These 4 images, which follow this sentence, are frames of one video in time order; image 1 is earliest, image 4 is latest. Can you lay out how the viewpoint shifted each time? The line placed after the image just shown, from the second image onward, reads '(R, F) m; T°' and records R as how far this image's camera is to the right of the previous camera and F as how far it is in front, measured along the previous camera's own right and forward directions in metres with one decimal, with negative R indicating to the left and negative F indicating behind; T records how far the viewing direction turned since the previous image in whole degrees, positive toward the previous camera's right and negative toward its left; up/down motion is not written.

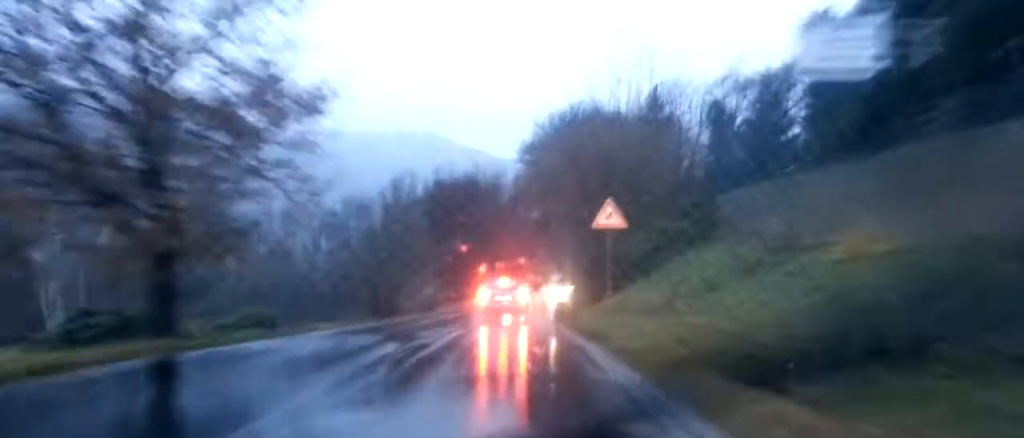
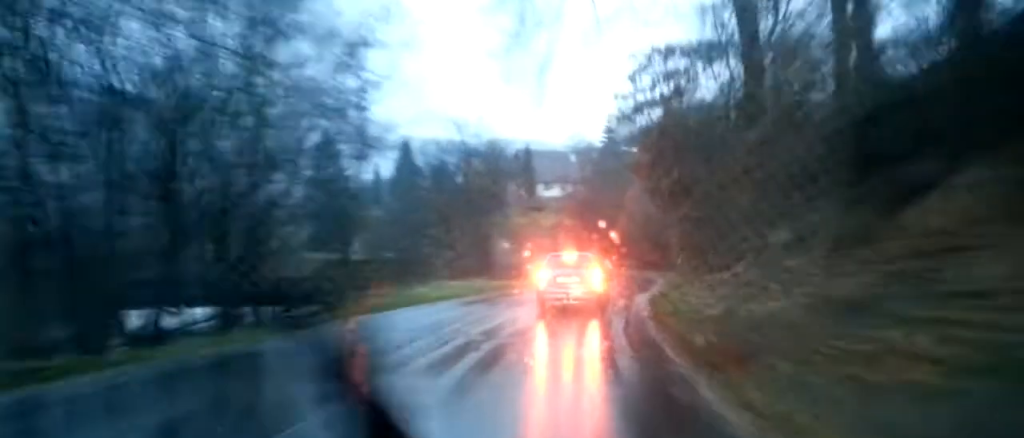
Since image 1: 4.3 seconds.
(+2.0, +57.1) m; +6°
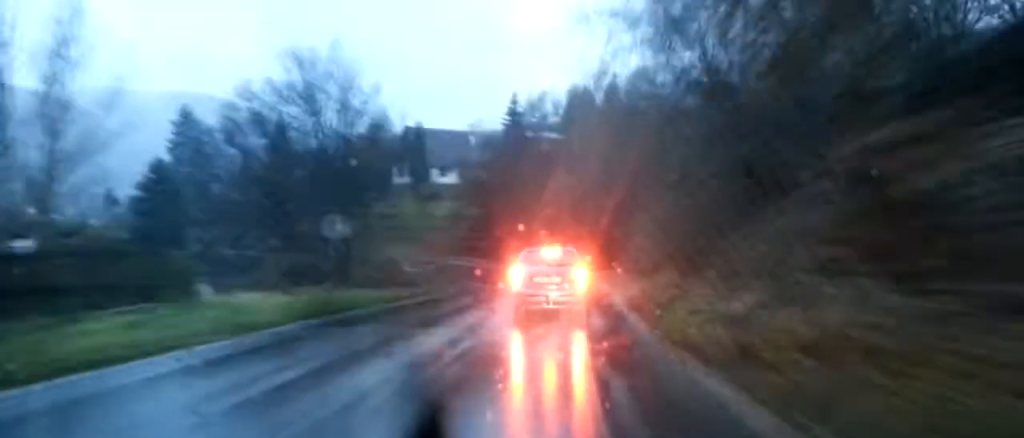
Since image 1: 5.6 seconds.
(+1.5, +17.8) m; +7°
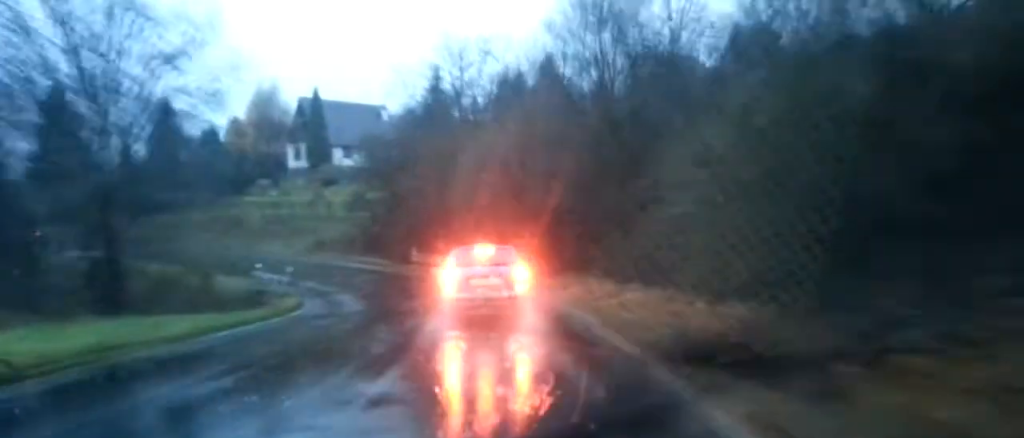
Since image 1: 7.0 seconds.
(+0.2, +17.1) m; +1°
